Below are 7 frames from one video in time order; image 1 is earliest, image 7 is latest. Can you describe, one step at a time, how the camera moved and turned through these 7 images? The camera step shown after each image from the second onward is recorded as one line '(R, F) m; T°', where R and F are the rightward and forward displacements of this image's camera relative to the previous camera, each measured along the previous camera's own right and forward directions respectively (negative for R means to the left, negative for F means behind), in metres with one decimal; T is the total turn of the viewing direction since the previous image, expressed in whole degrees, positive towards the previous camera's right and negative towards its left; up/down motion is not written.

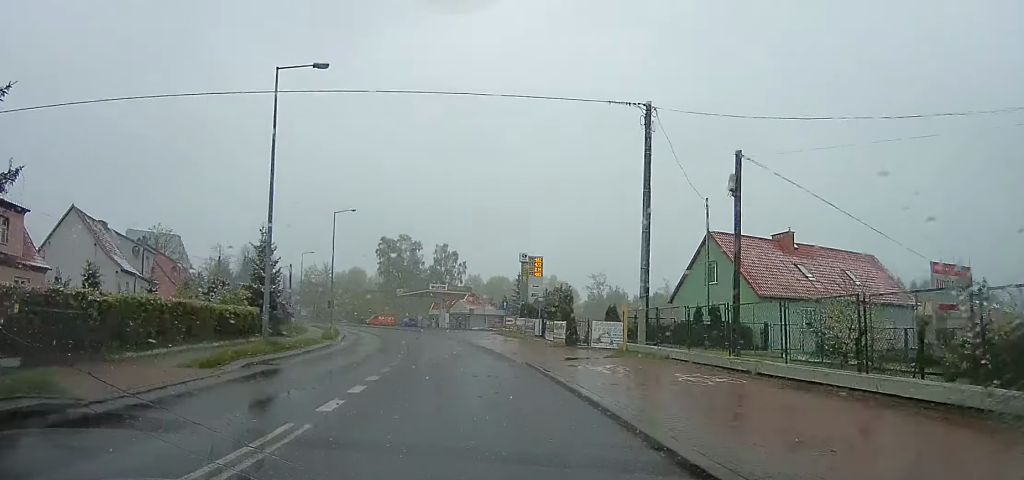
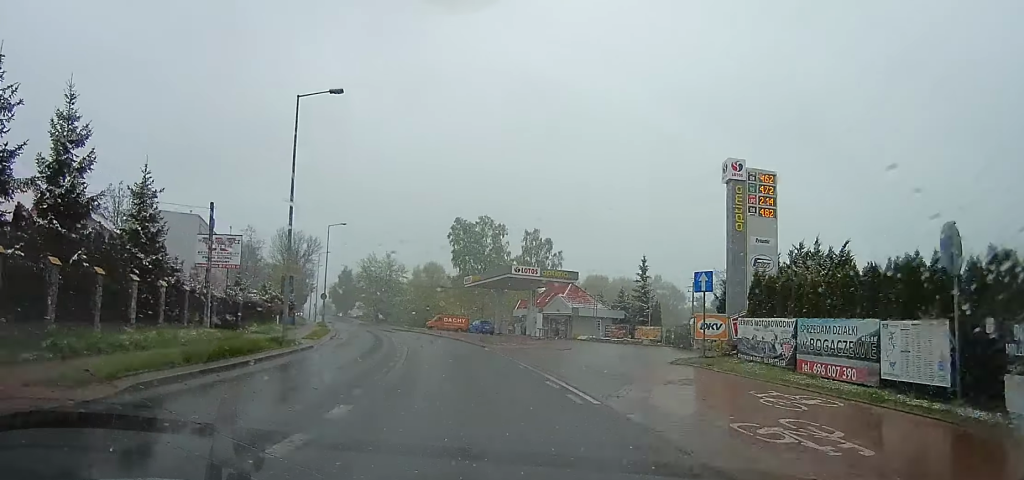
(-2.3, +27.0) m; -9°
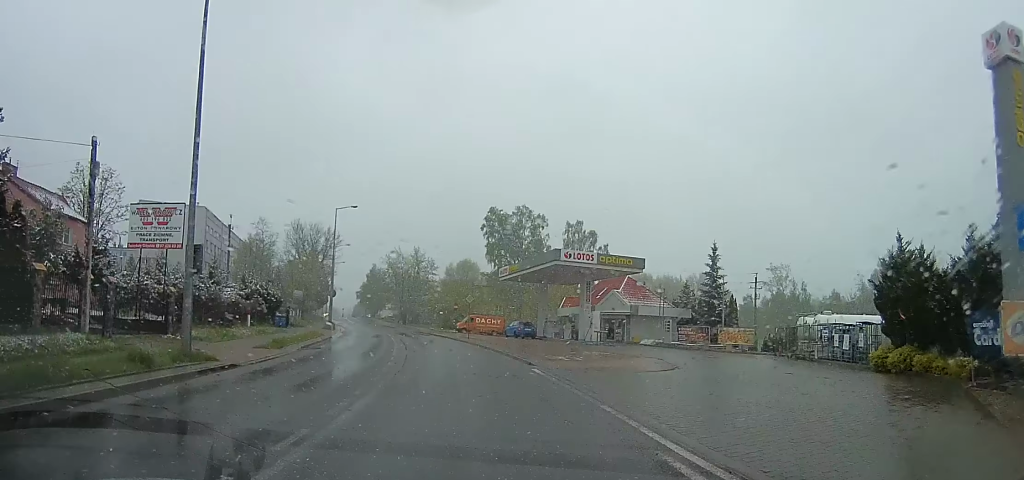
(-0.3, +10.1) m; -4°
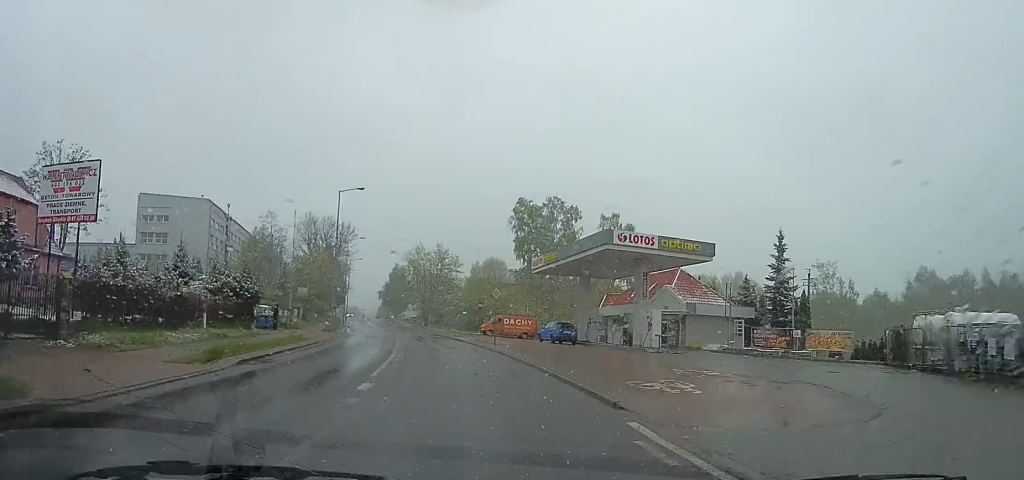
(-0.2, +7.4) m; -3°
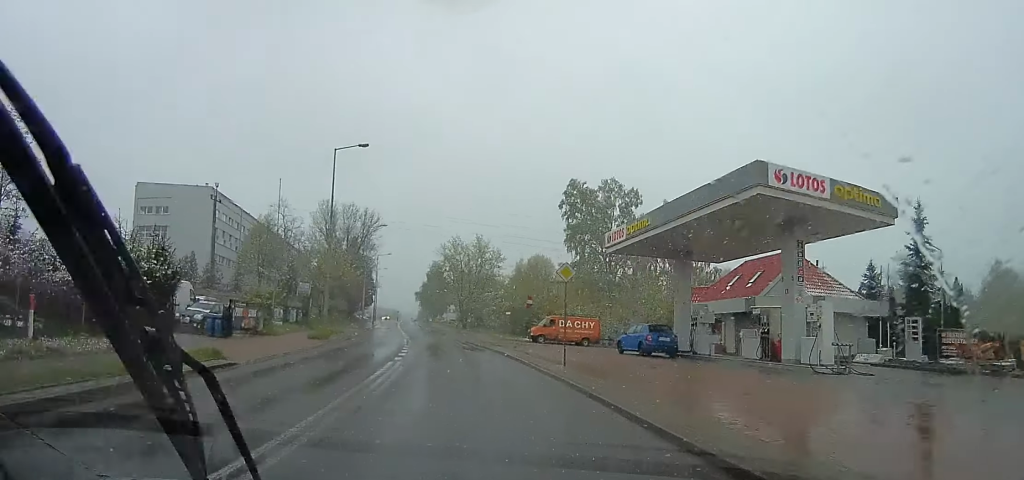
(-0.5, +11.5) m; -5°
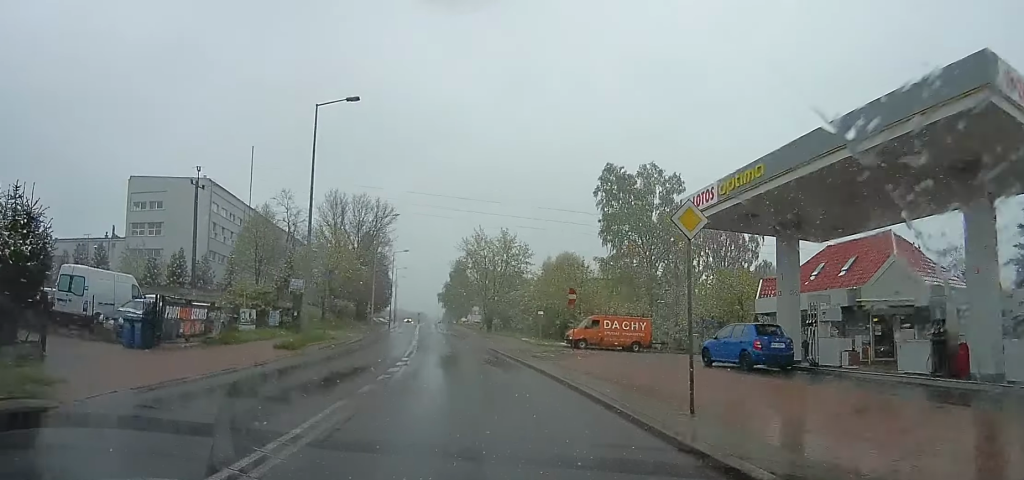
(0.0, +7.3) m; -3°
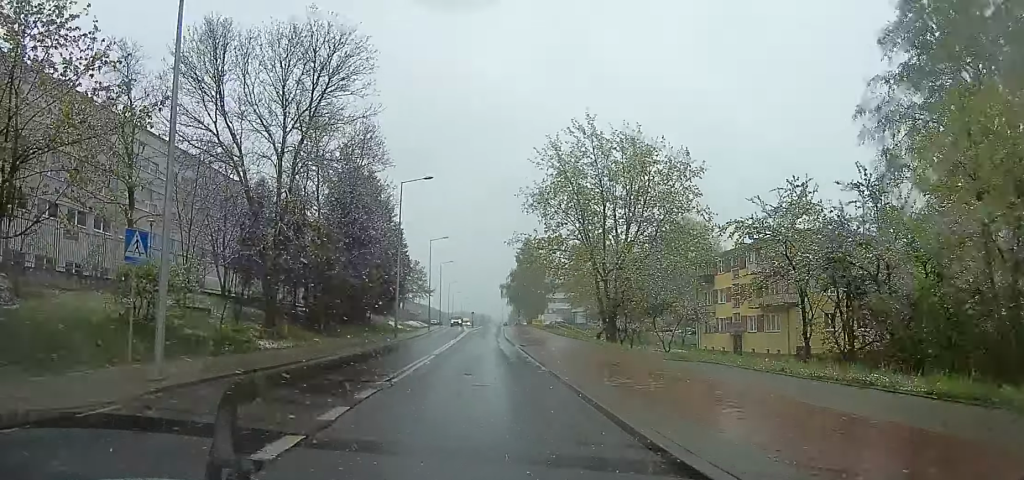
(-3.6, +40.6) m; -7°
